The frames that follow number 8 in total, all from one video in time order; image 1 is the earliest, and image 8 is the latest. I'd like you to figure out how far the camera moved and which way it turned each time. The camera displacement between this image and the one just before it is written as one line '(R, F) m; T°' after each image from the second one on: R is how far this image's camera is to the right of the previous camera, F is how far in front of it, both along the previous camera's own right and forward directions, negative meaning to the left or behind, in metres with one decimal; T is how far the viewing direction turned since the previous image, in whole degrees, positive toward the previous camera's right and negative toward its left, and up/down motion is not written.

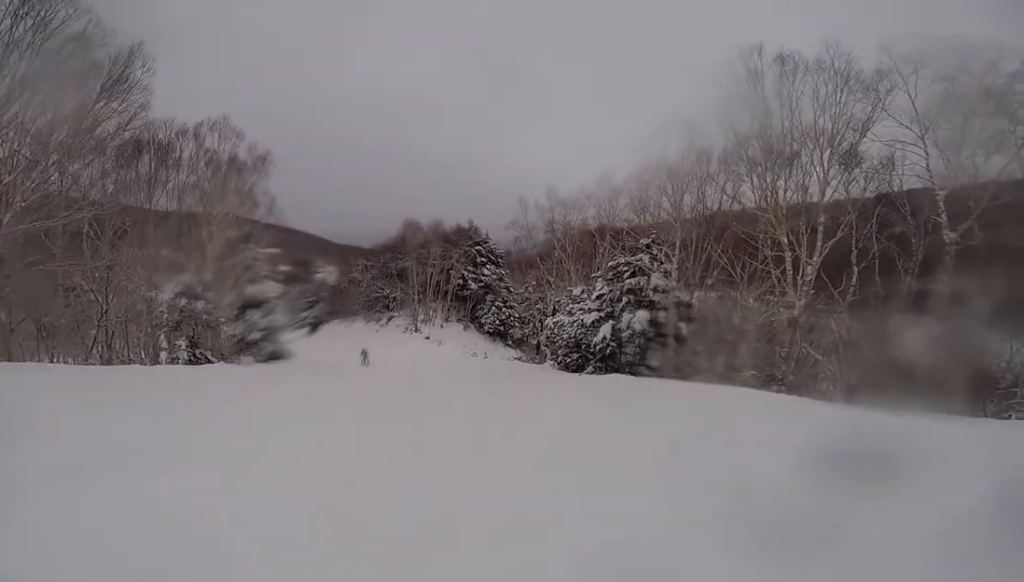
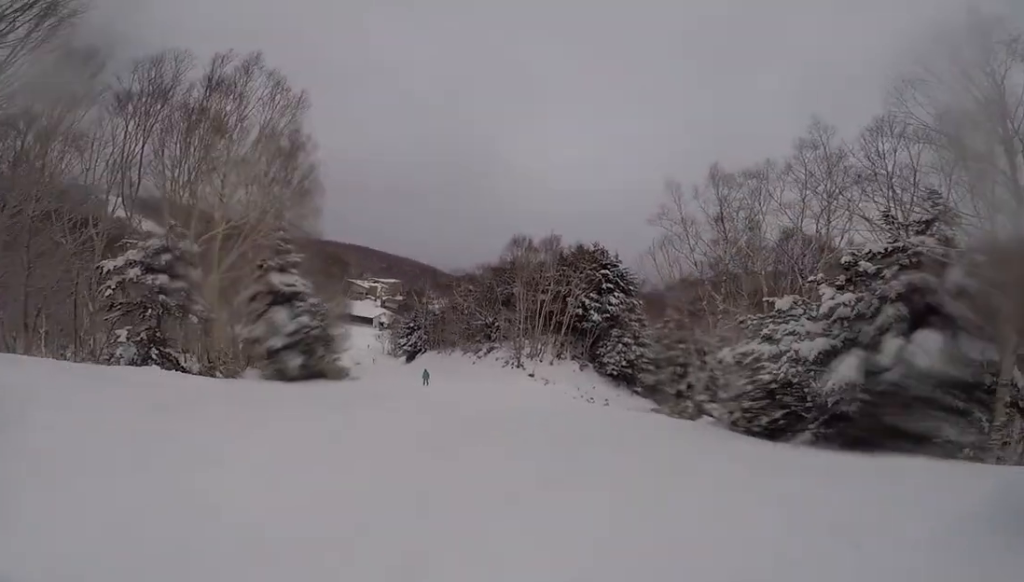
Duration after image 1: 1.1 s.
(-0.4, +9.2) m; -6°
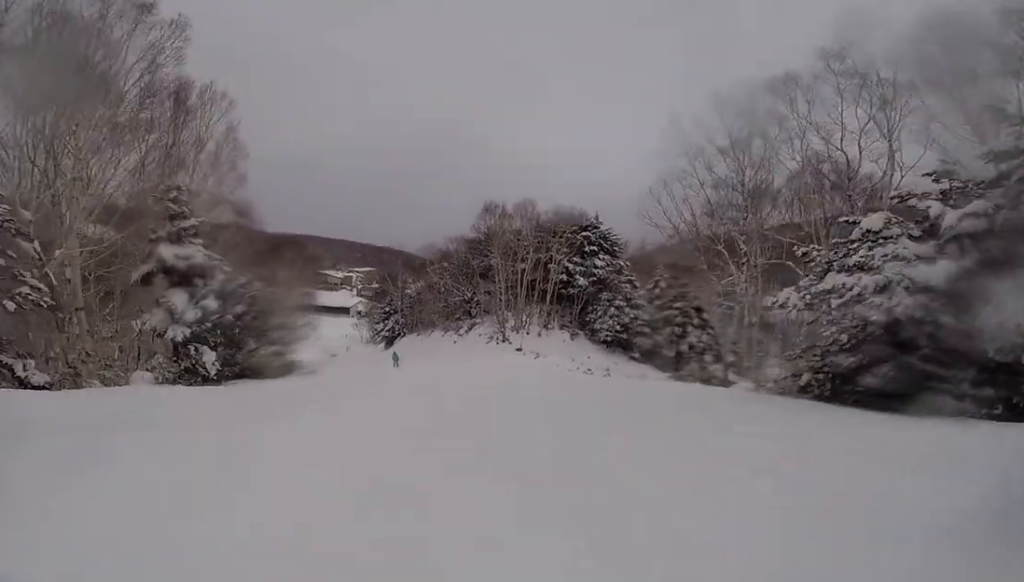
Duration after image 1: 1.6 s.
(0.0, +4.9) m; -8°
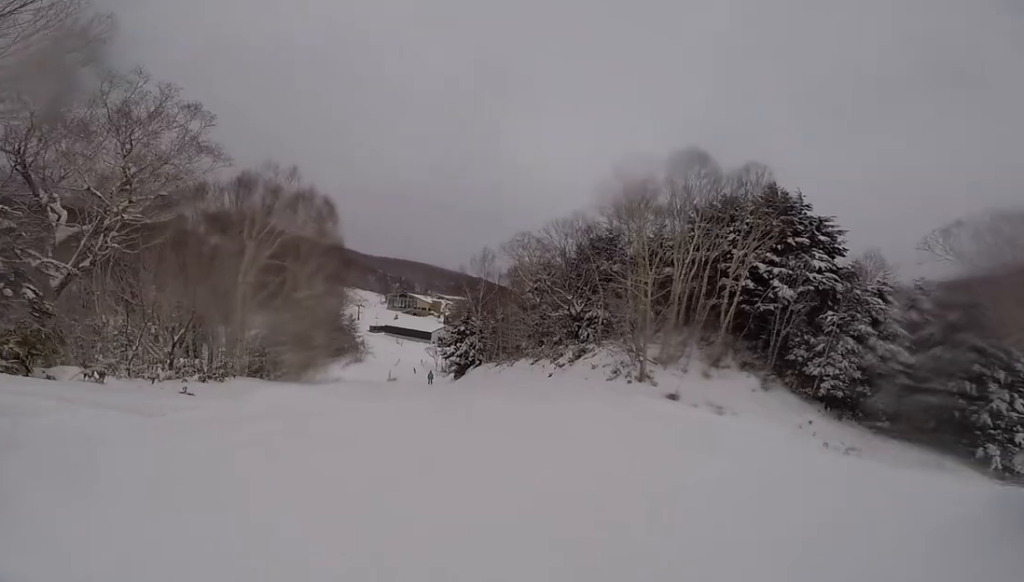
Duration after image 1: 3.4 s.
(-3.0, +17.1) m; -14°
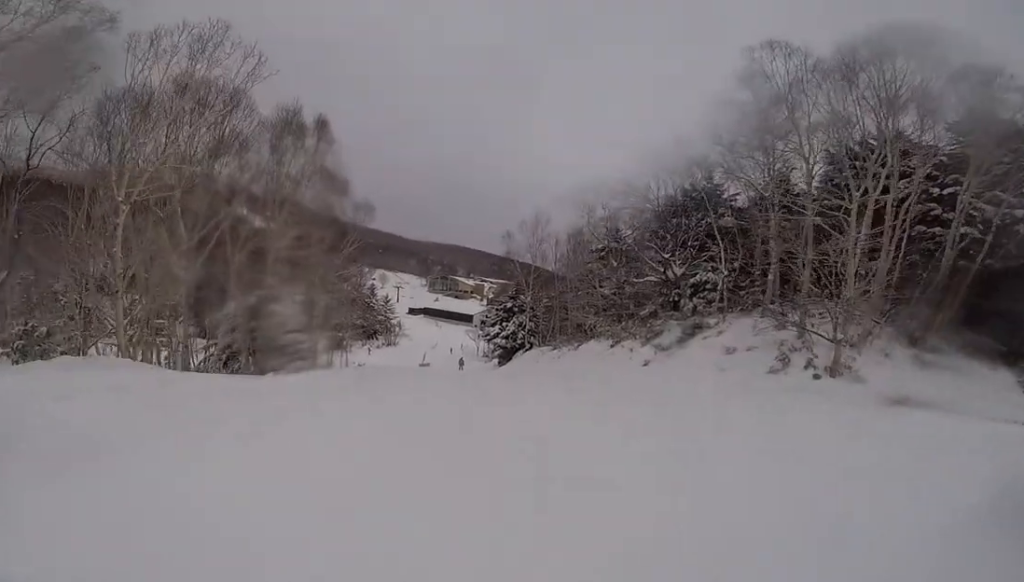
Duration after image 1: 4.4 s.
(-0.4, +10.0) m; -5°
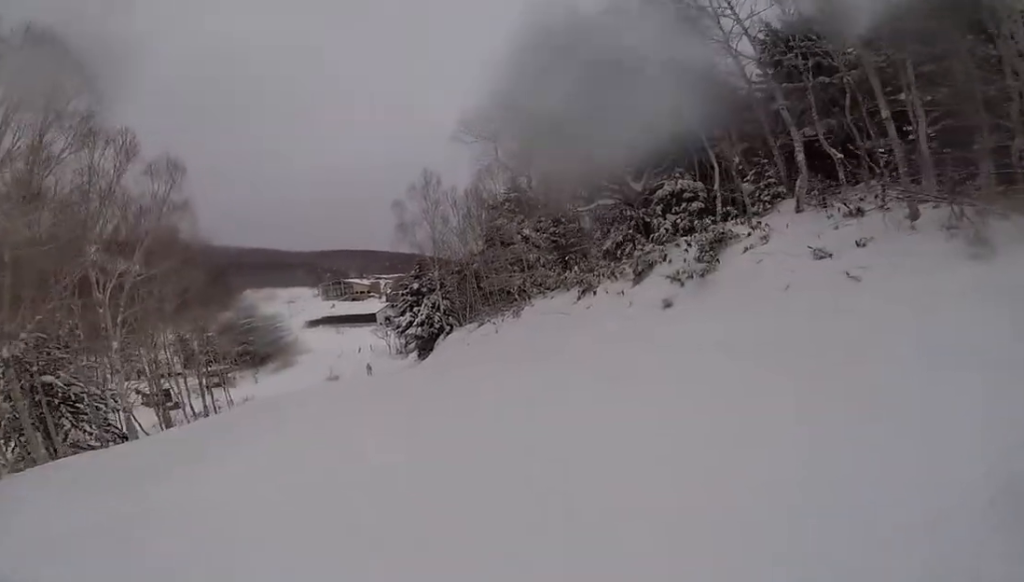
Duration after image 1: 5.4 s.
(-0.5, +9.9) m; -1°
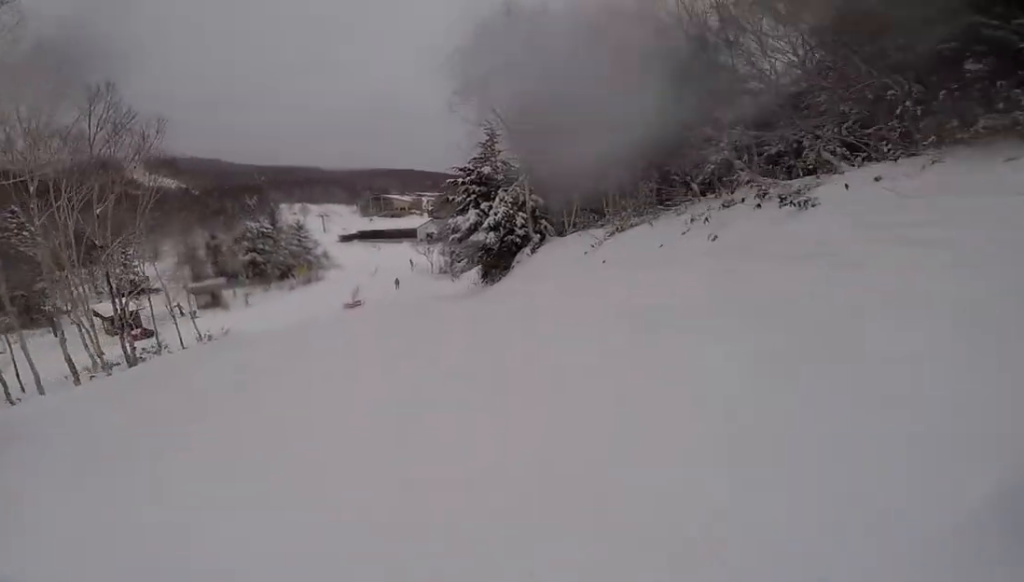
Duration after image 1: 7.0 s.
(+0.5, +16.7) m; -2°
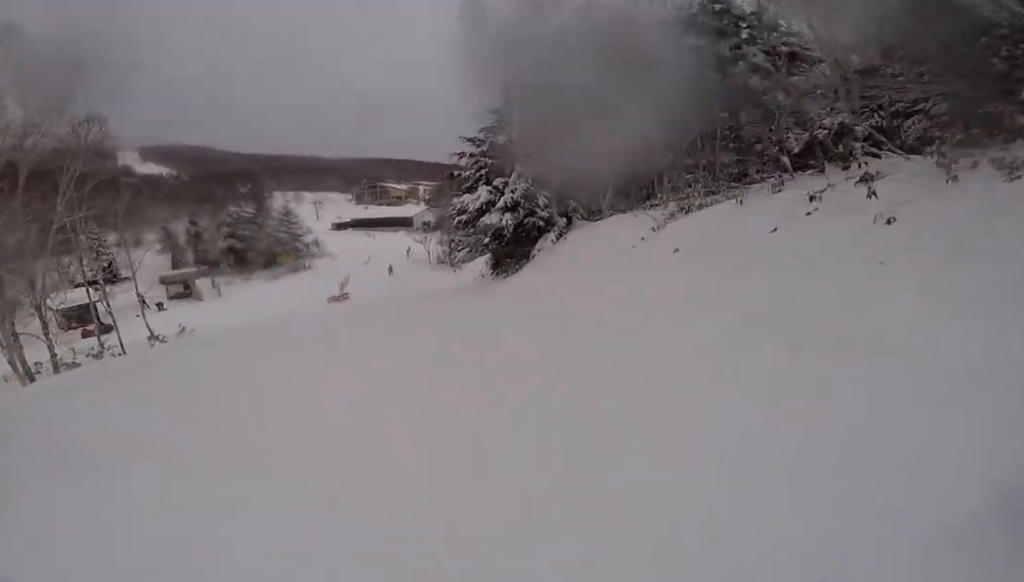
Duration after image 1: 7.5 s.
(-0.5, +5.2) m; 0°
